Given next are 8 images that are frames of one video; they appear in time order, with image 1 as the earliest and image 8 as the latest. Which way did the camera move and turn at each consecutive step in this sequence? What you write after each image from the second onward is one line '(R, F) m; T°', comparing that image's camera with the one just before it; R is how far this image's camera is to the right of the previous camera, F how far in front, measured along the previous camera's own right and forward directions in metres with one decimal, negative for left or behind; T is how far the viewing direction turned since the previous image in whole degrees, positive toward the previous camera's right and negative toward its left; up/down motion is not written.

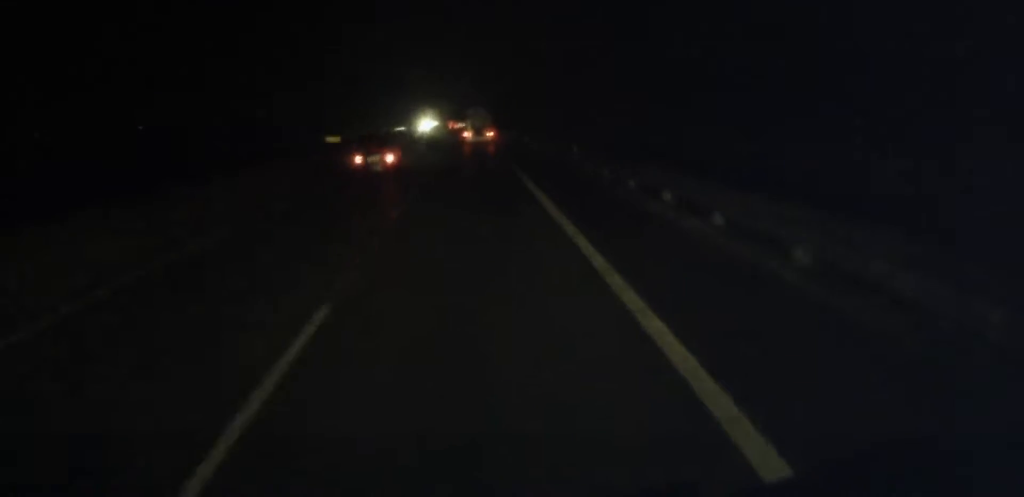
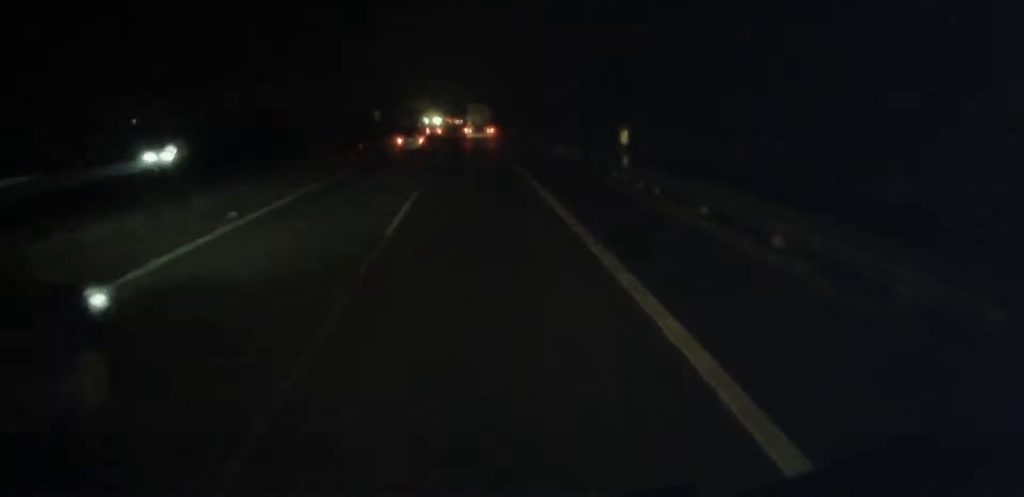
(-1.1, +150.0) m; -1°
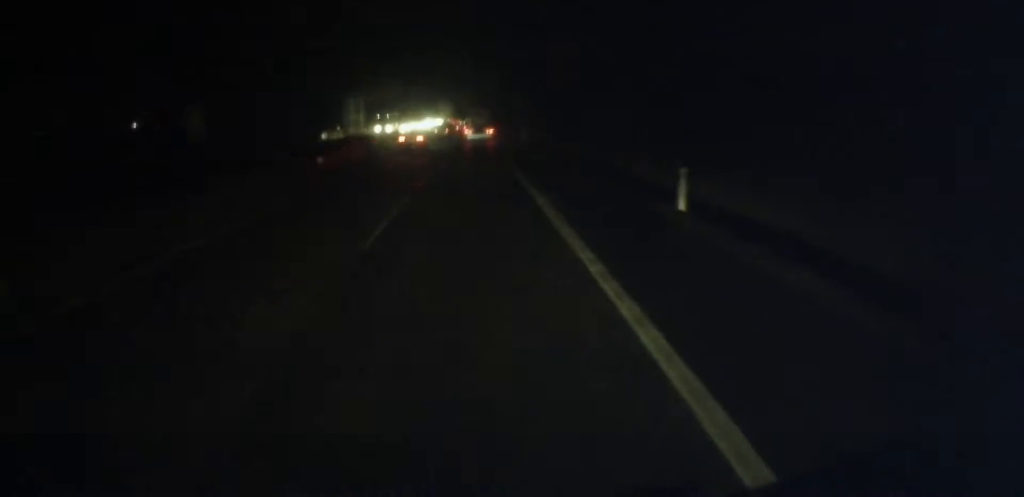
(-1.0, +110.4) m; -1°
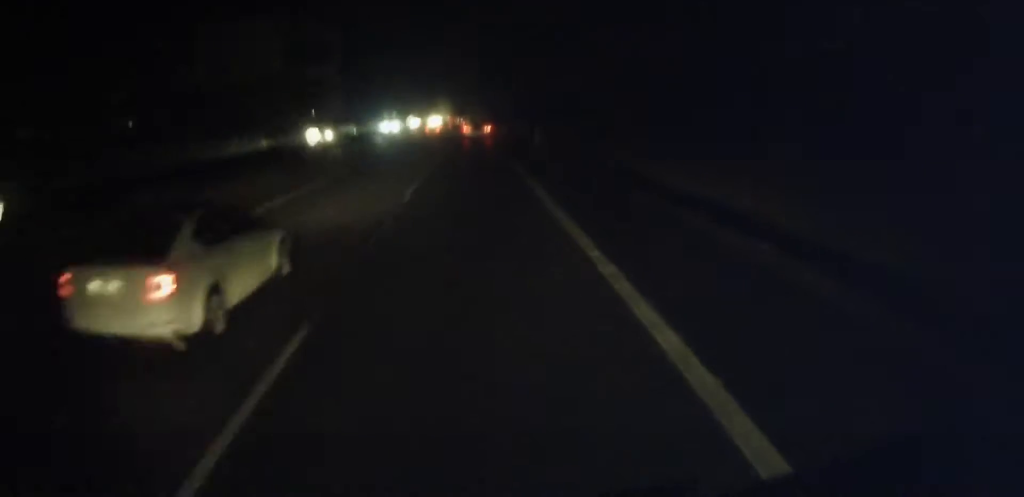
(-0.3, +68.3) m; 0°
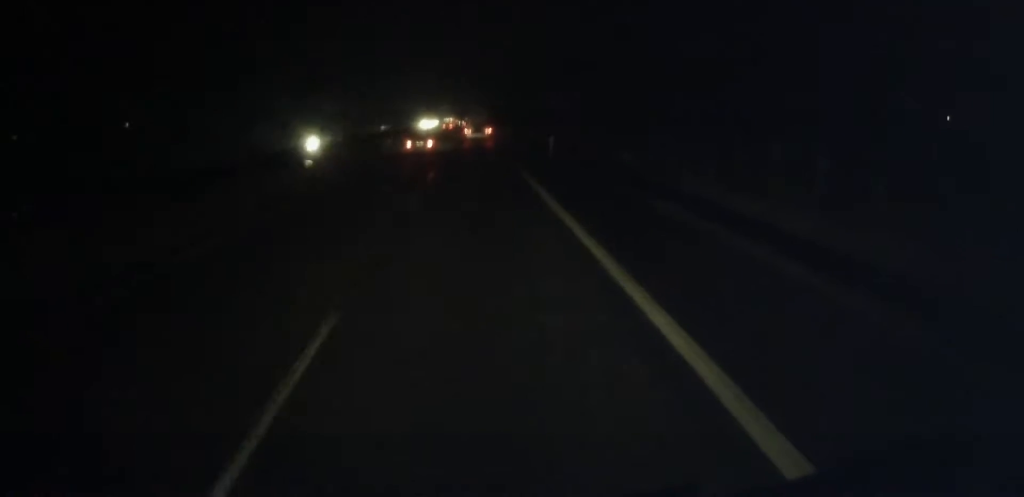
(-0.5, +107.9) m; -1°
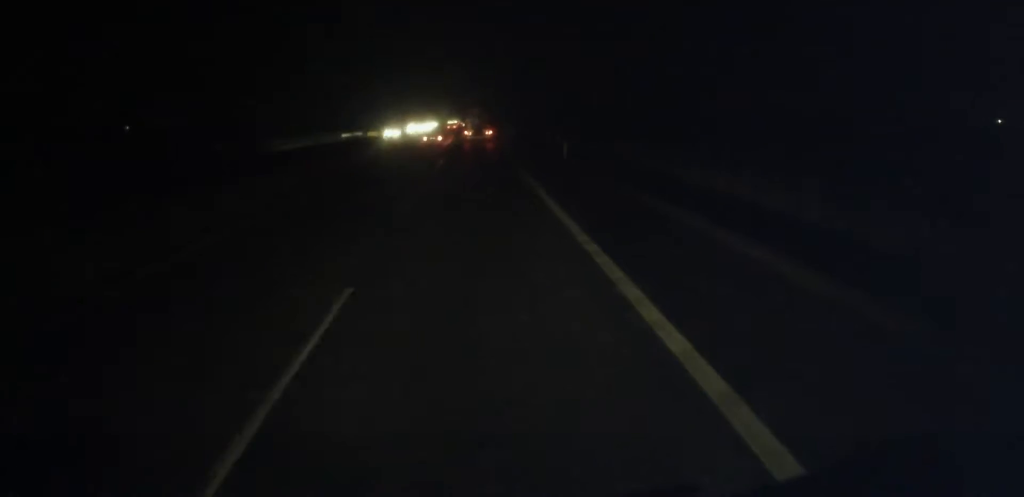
(-0.1, +52.7) m; 0°
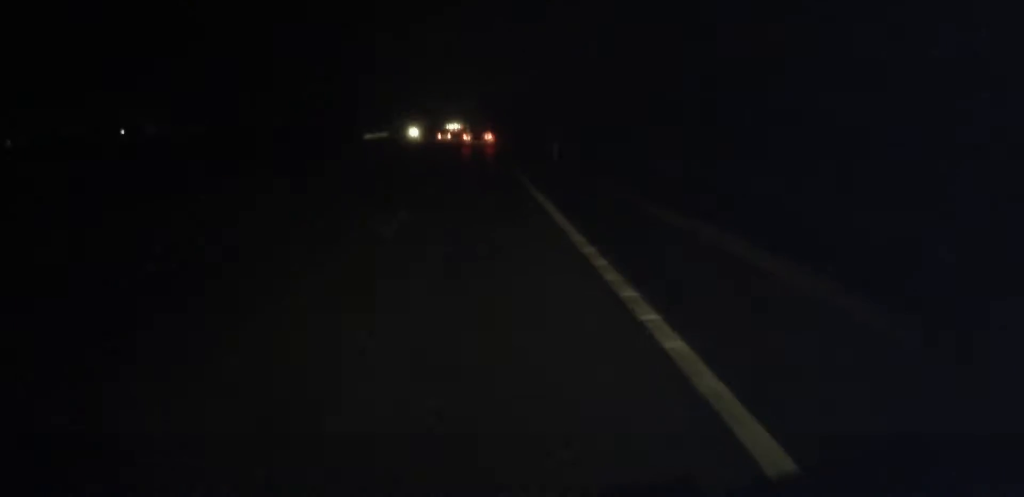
(-0.3, +95.9) m; -1°
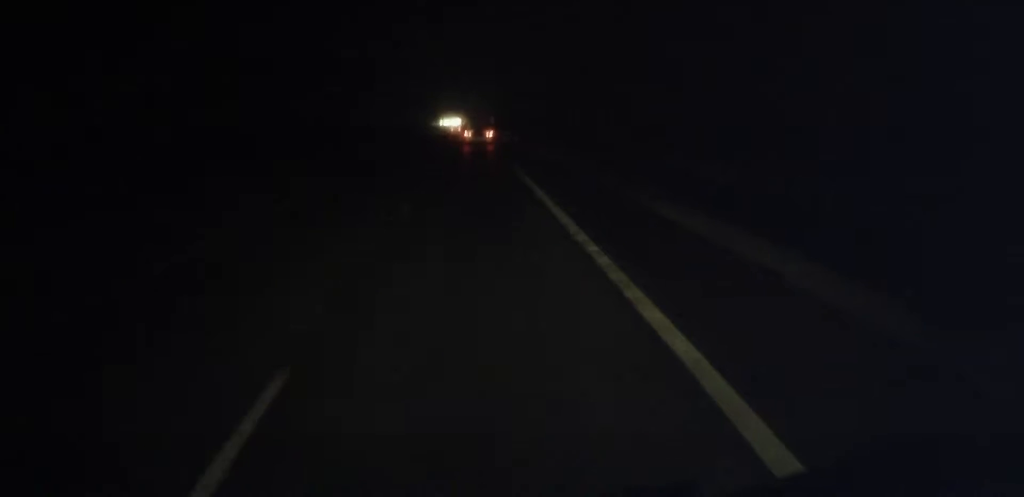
(-1.0, +105.7) m; 0°
